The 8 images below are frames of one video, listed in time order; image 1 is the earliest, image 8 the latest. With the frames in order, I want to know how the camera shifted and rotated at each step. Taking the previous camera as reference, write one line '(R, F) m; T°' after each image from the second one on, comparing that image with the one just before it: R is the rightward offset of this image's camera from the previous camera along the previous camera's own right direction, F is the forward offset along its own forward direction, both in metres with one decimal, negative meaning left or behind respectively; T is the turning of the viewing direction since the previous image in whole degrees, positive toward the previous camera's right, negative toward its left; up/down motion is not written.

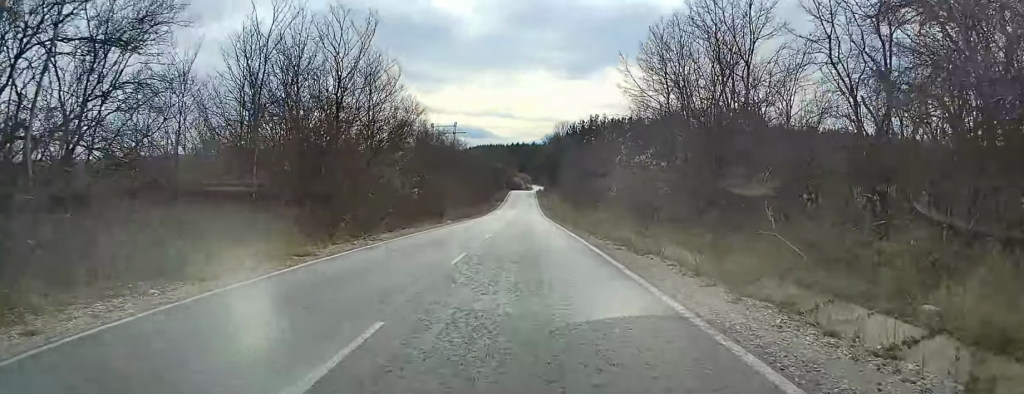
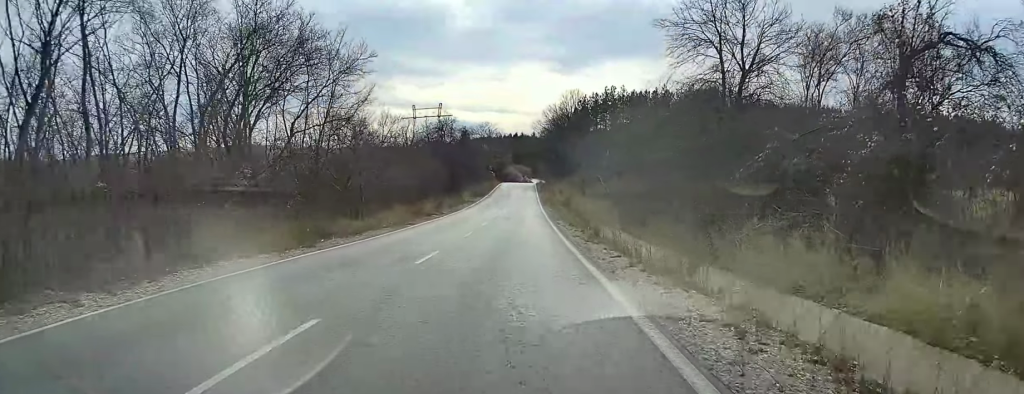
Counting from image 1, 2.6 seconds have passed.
(+0.2, +46.0) m; 0°
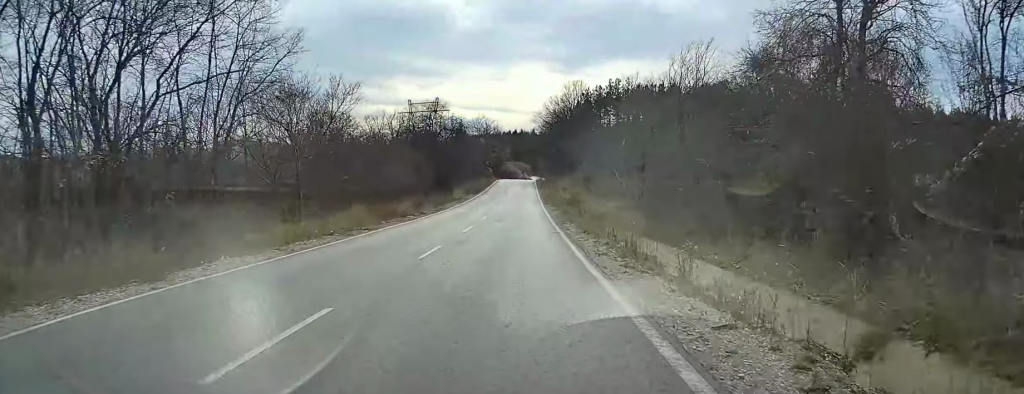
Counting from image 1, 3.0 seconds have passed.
(-0.1, +7.9) m; 0°
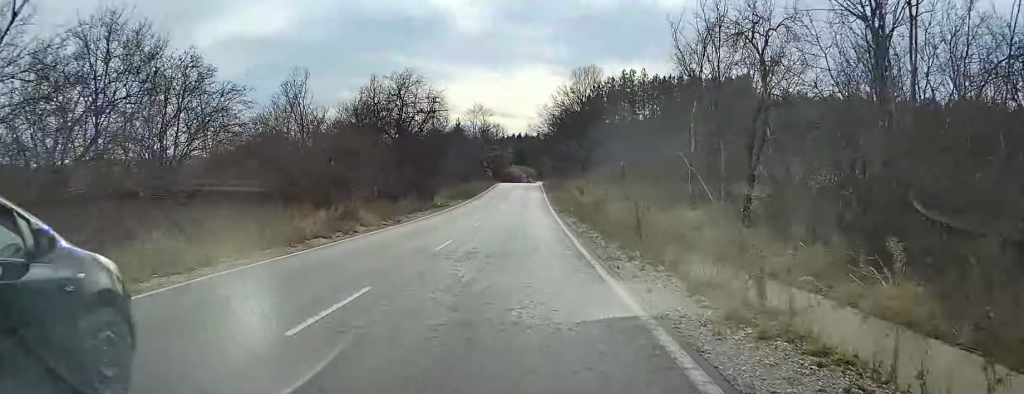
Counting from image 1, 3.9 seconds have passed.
(0.0, +16.6) m; -1°
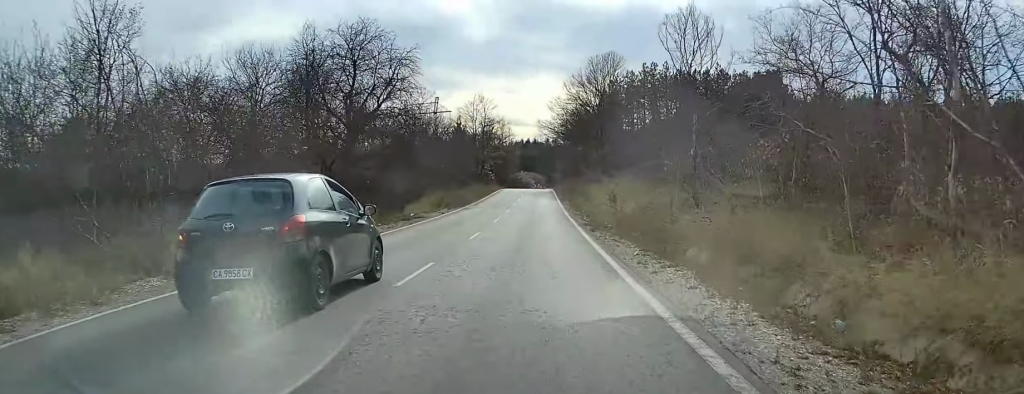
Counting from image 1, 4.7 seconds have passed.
(-0.1, +14.8) m; 0°
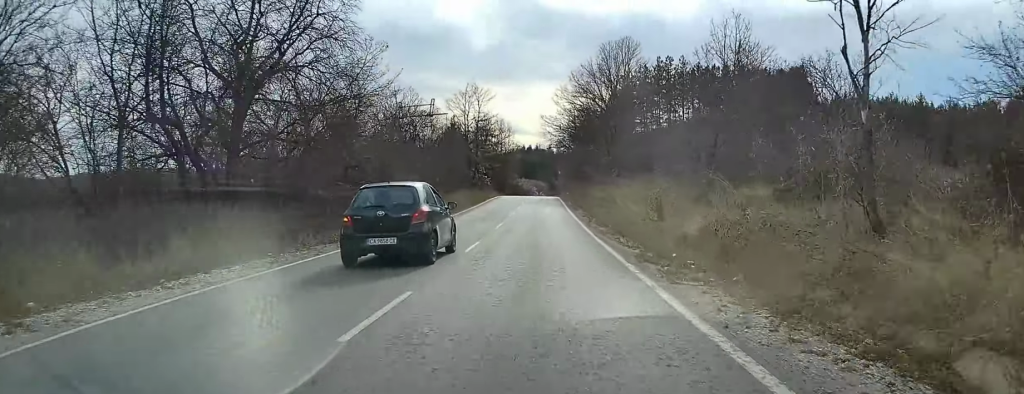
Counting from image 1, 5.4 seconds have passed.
(0.0, +12.2) m; 0°
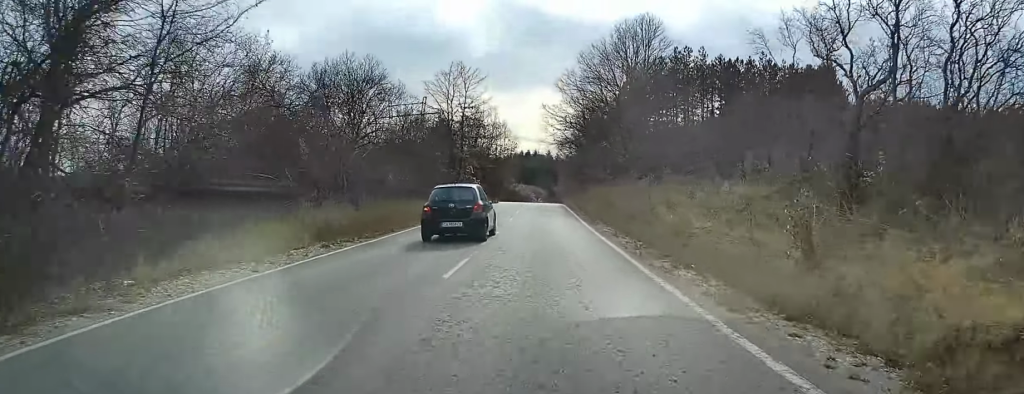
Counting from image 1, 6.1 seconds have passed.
(+0.1, +13.6) m; 0°
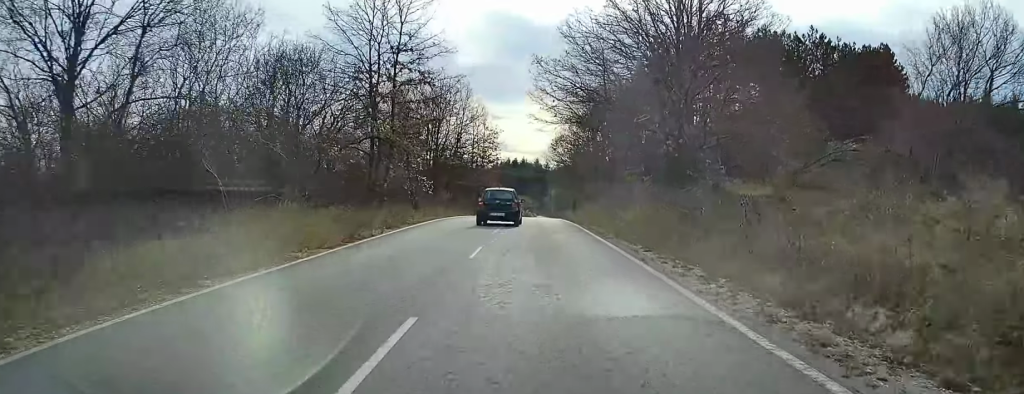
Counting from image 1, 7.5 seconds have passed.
(-0.2, +24.5) m; 0°
